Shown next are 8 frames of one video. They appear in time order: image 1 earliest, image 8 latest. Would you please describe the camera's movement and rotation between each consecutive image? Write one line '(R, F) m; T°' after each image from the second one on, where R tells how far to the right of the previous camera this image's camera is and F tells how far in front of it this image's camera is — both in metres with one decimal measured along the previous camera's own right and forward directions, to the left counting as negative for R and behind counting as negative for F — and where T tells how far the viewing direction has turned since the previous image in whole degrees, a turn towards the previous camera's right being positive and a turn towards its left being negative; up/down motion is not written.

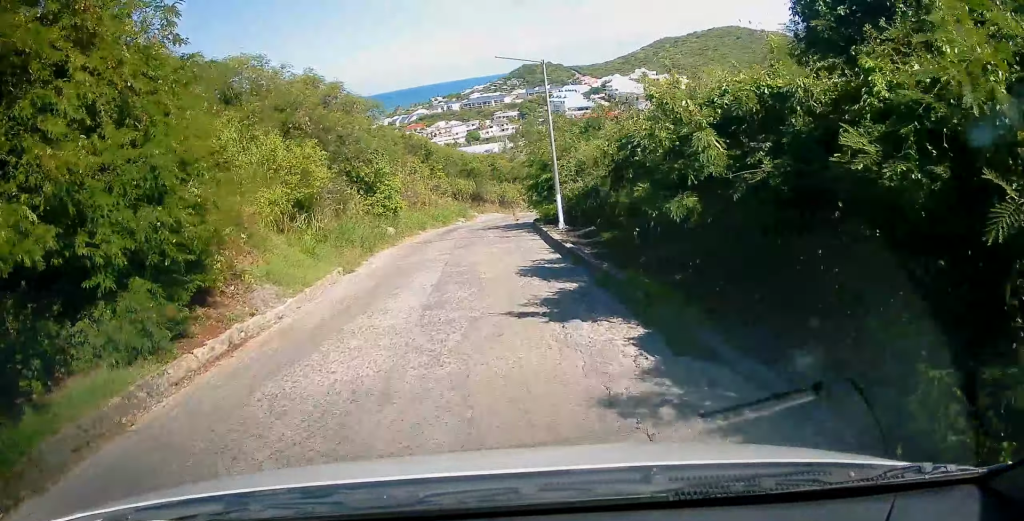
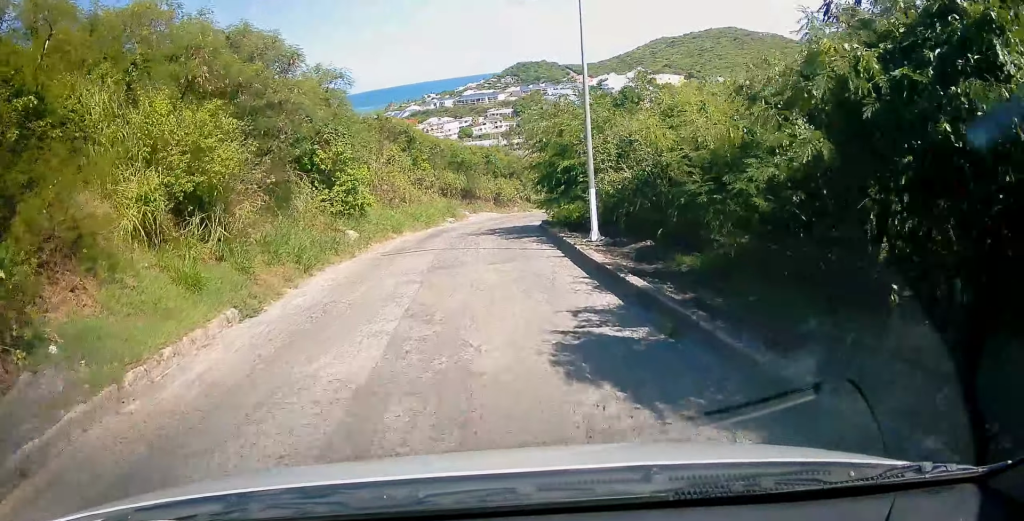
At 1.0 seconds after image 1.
(-0.1, +5.8) m; +2°
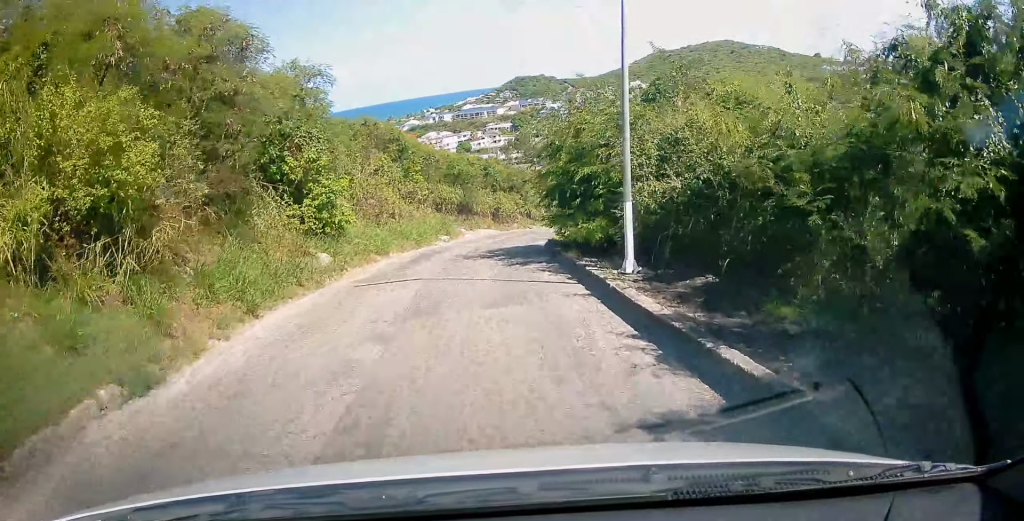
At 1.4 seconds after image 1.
(+0.2, +2.9) m; +2°
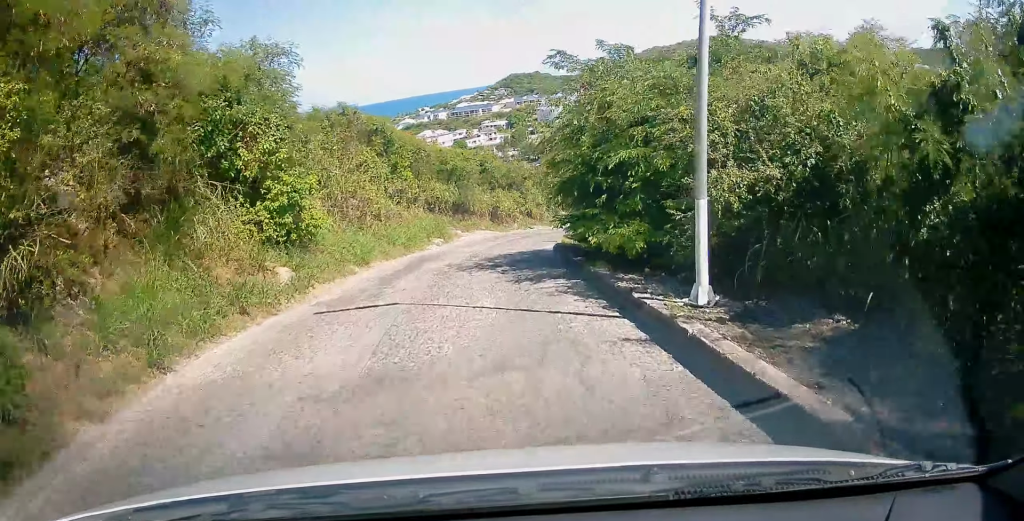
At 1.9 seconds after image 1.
(+0.1, +3.0) m; +1°
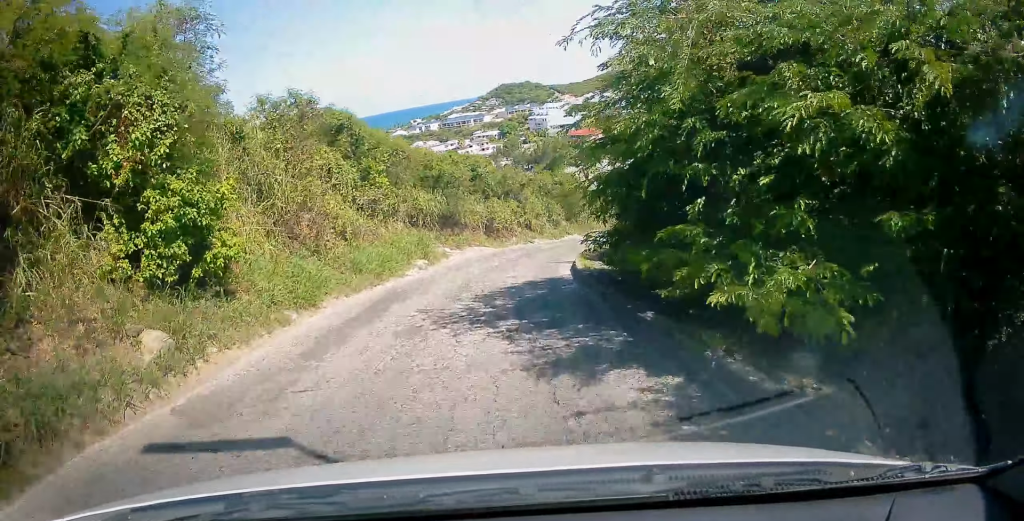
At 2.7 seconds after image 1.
(0.0, +4.9) m; 0°
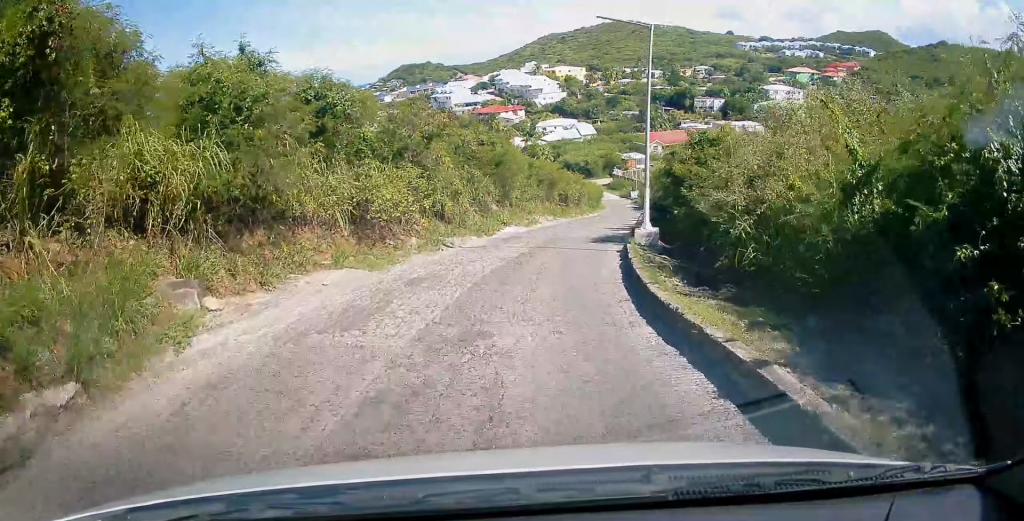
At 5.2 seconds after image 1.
(+1.2, +15.9) m; +9°
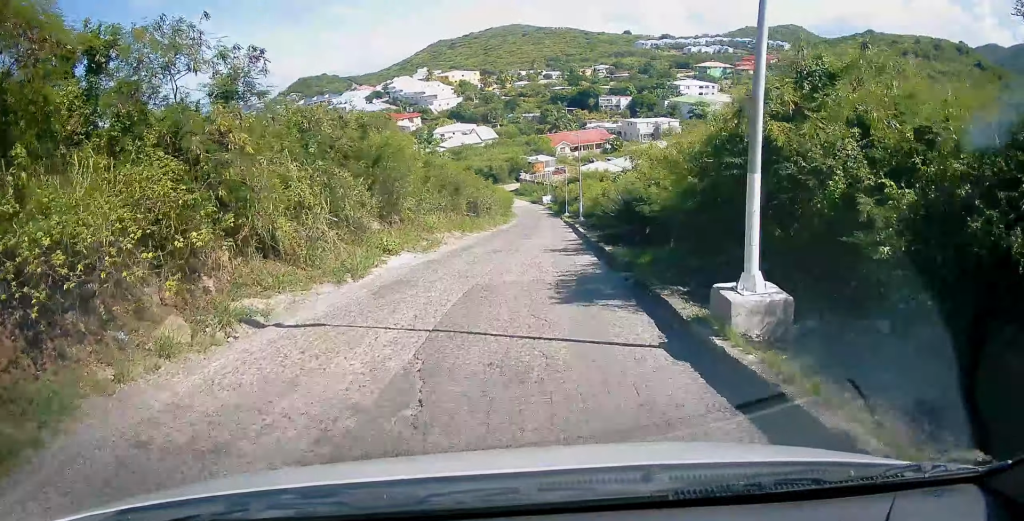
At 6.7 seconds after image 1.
(+0.5, +9.5) m; +11°
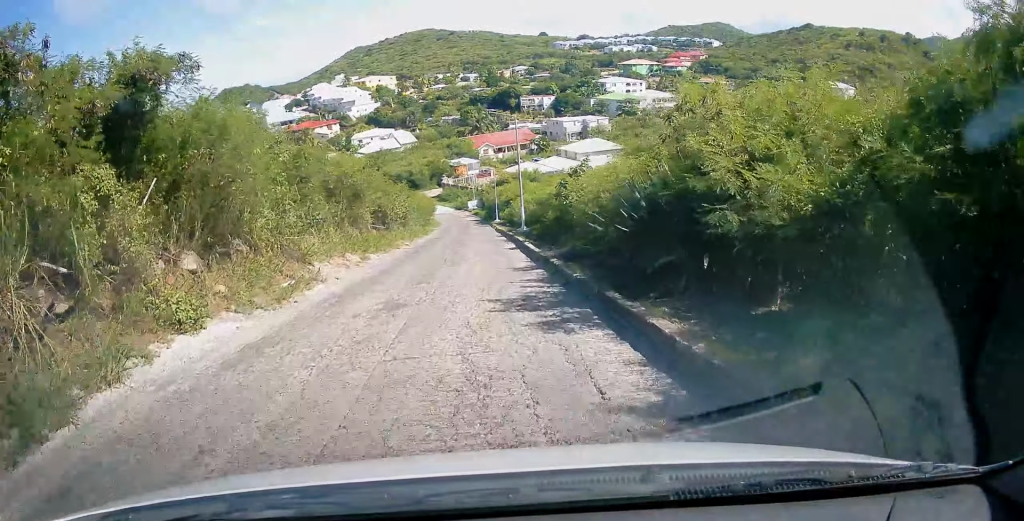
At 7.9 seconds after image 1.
(+0.8, +8.4) m; +4°
